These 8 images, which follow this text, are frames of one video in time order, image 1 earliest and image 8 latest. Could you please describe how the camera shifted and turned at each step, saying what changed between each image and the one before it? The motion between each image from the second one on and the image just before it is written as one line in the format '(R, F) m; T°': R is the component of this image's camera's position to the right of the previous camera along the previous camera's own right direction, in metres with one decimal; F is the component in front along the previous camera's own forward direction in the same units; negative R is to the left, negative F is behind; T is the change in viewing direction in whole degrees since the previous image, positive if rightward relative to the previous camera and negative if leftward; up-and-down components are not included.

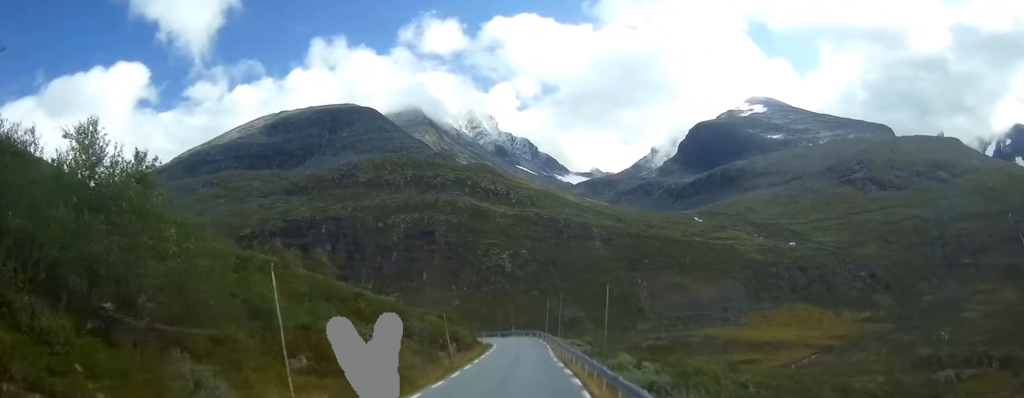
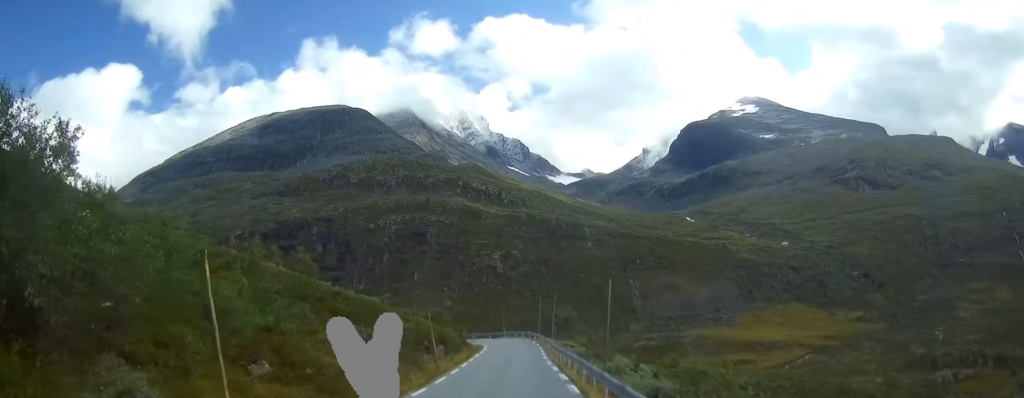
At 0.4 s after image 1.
(+0.1, +2.8) m; +2°
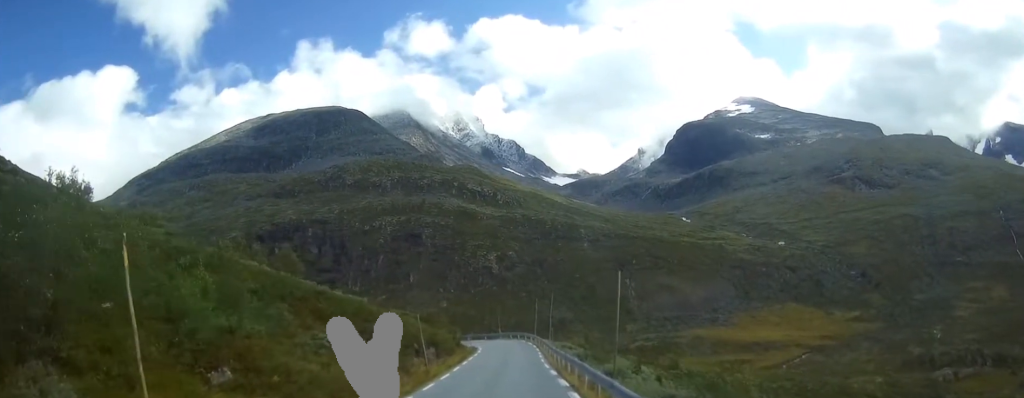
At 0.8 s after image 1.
(0.0, +2.5) m; 0°
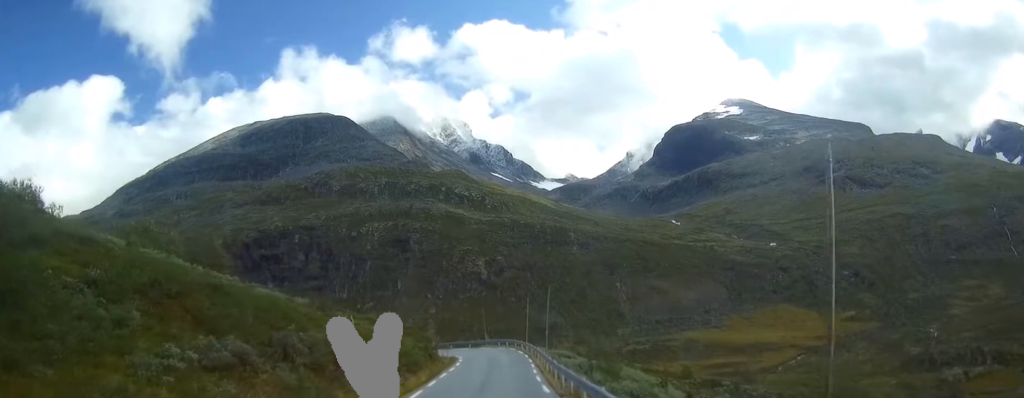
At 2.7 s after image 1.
(-0.1, +11.6) m; +1°
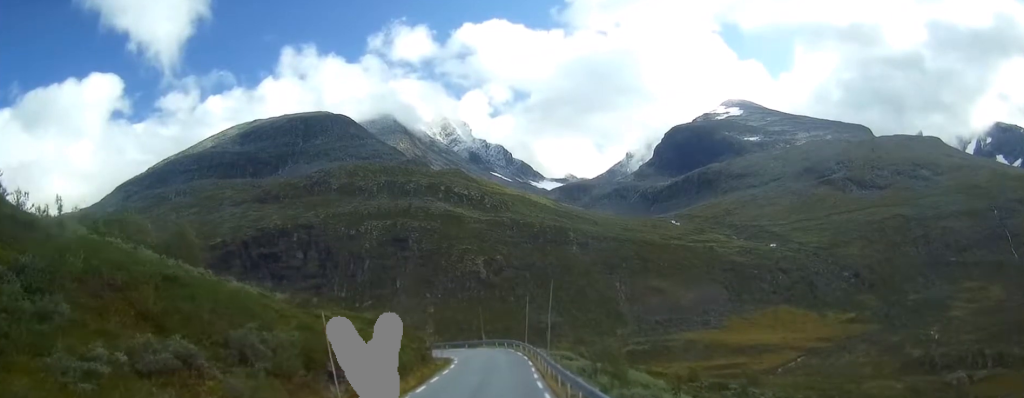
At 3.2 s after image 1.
(+0.1, +3.5) m; +1°
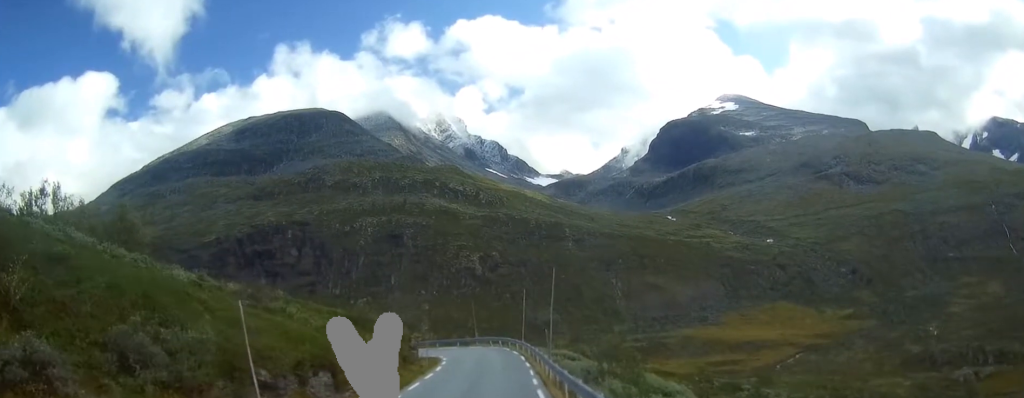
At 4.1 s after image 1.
(0.0, +6.0) m; 0°
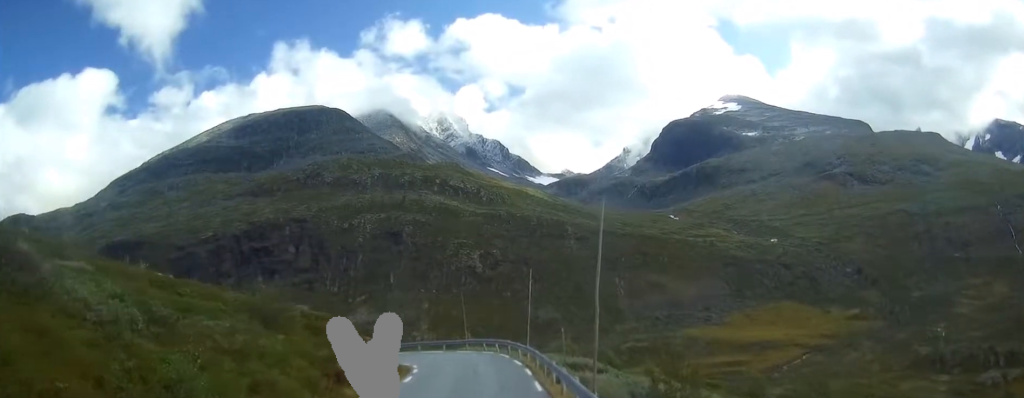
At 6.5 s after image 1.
(-0.4, +16.6) m; -3°
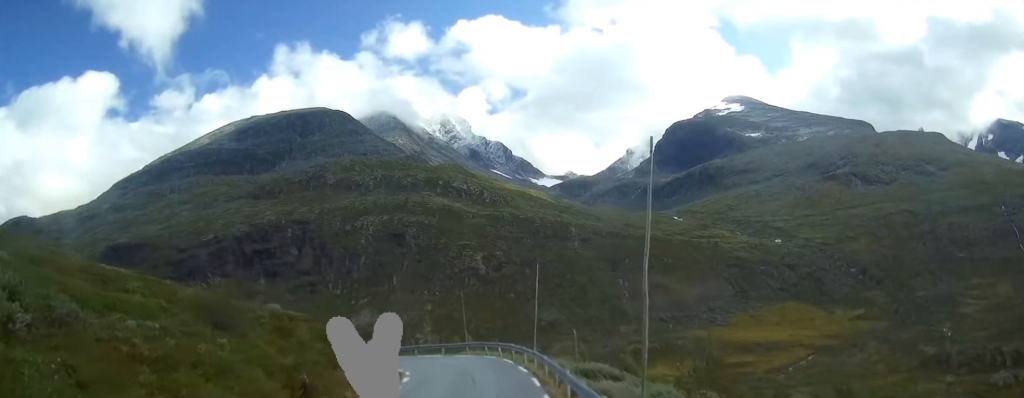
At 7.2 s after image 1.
(-0.1, +4.8) m; 0°
